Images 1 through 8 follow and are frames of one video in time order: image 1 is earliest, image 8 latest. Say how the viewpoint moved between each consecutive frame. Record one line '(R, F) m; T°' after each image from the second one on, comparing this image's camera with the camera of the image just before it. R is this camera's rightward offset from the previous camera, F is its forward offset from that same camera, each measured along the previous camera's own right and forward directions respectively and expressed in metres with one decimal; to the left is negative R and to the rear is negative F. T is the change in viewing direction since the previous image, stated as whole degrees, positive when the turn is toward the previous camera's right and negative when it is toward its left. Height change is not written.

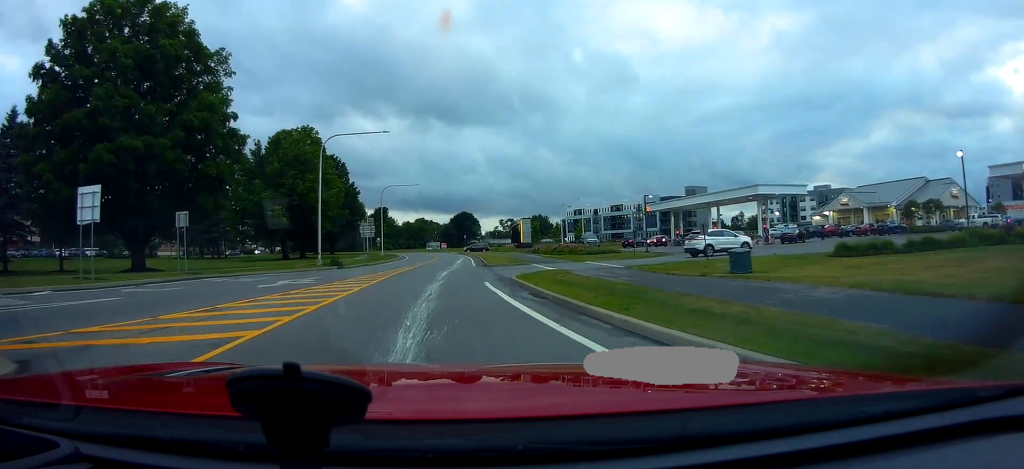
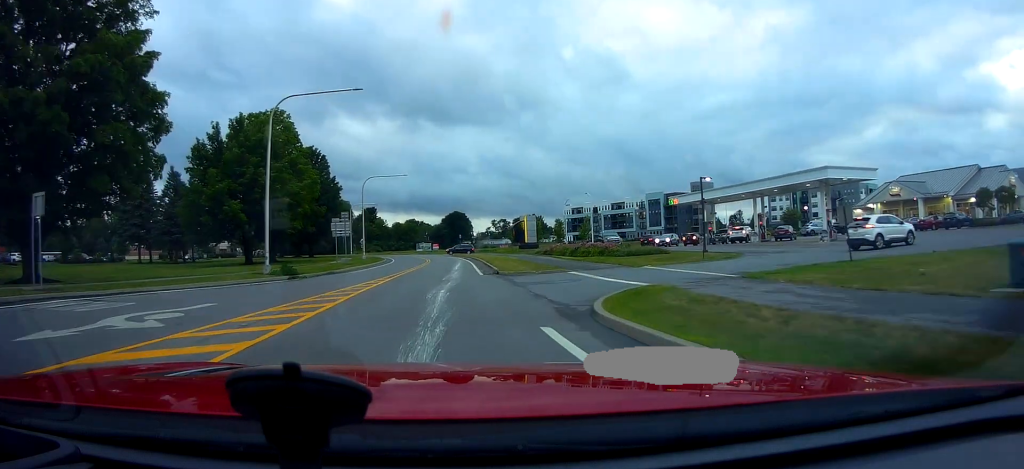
(+0.1, +11.8) m; +5°
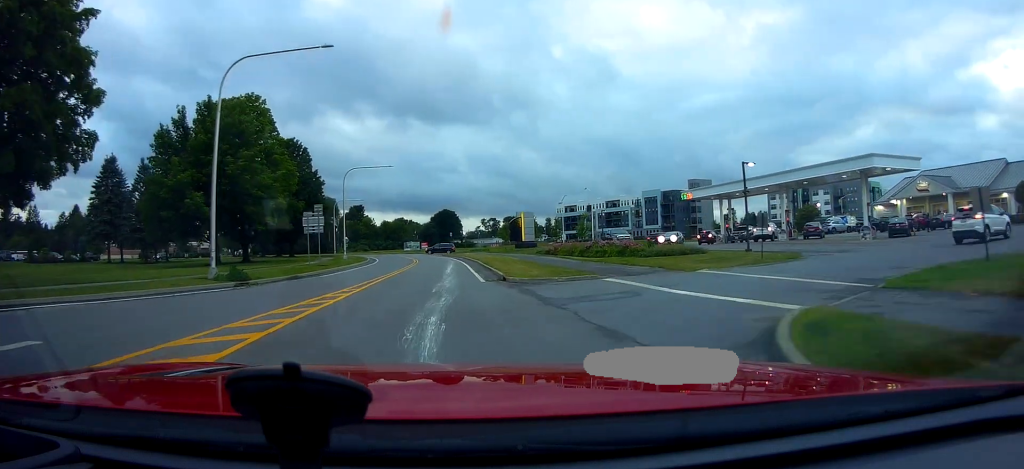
(+0.3, +6.6) m; +1°
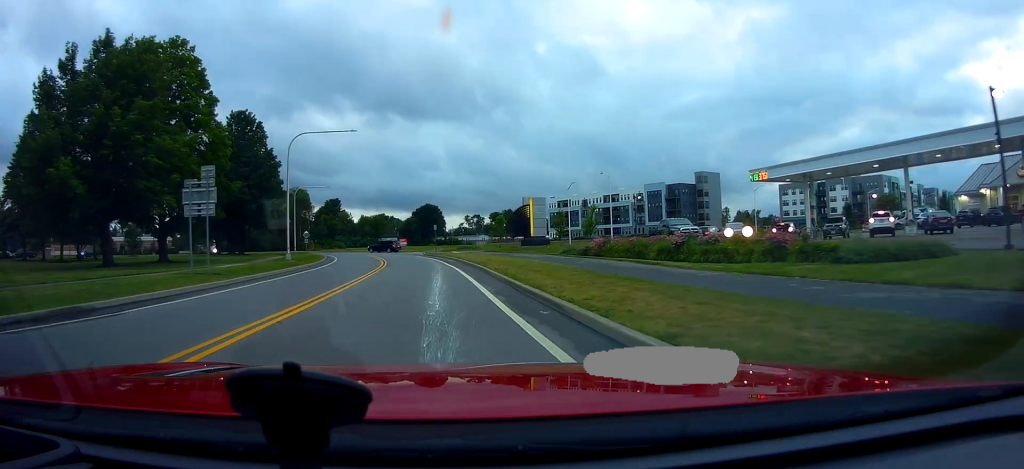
(-0.2, +17.5) m; 0°
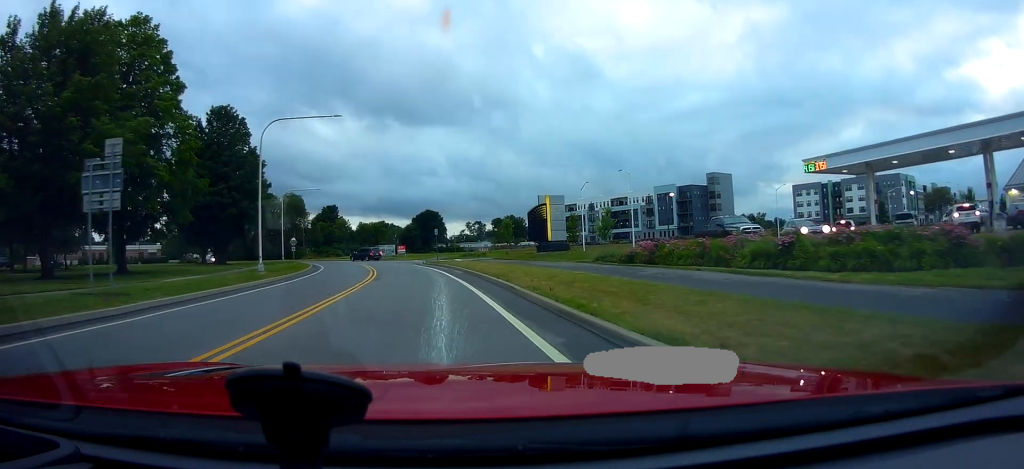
(+0.2, +7.4) m; 0°
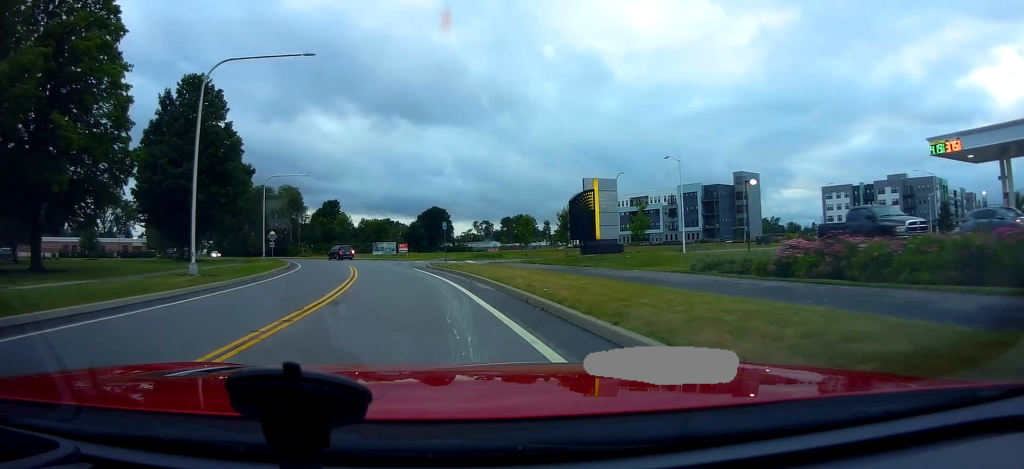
(+0.4, +11.4) m; -1°
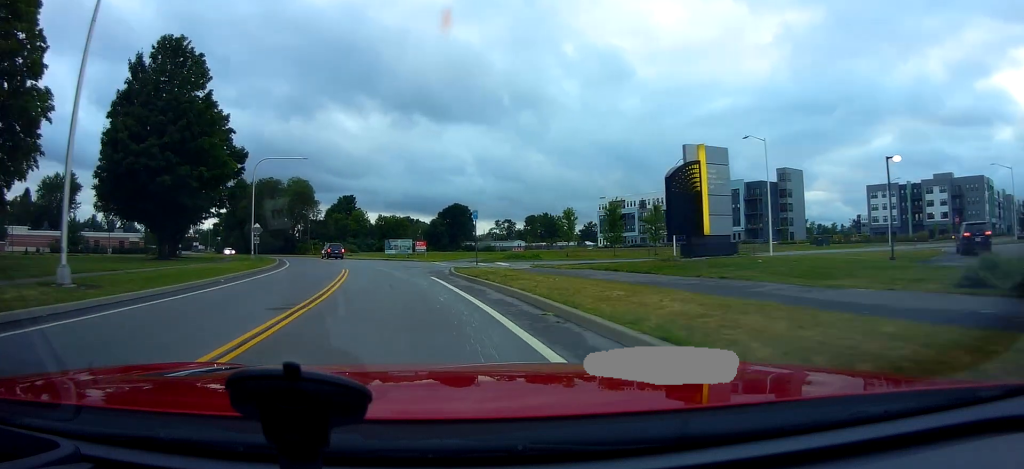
(-0.5, +11.0) m; -3°
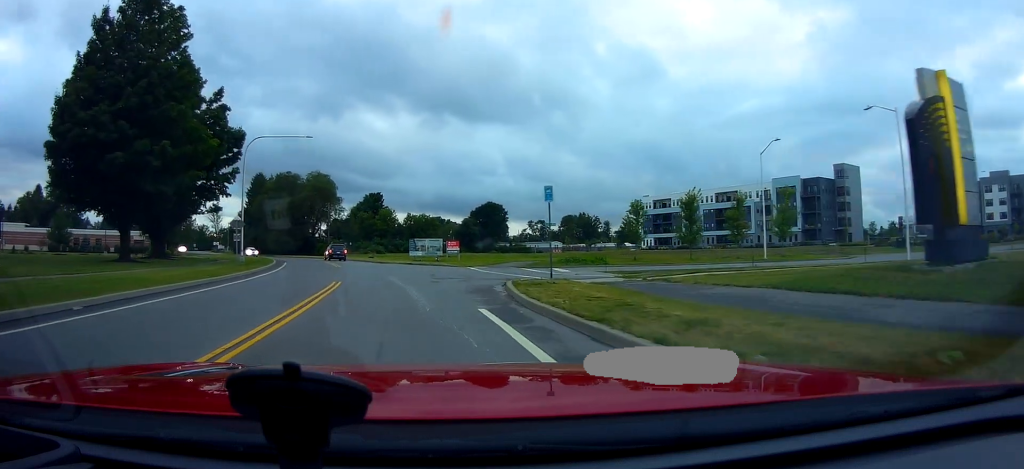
(-0.1, +10.9) m; -1°
